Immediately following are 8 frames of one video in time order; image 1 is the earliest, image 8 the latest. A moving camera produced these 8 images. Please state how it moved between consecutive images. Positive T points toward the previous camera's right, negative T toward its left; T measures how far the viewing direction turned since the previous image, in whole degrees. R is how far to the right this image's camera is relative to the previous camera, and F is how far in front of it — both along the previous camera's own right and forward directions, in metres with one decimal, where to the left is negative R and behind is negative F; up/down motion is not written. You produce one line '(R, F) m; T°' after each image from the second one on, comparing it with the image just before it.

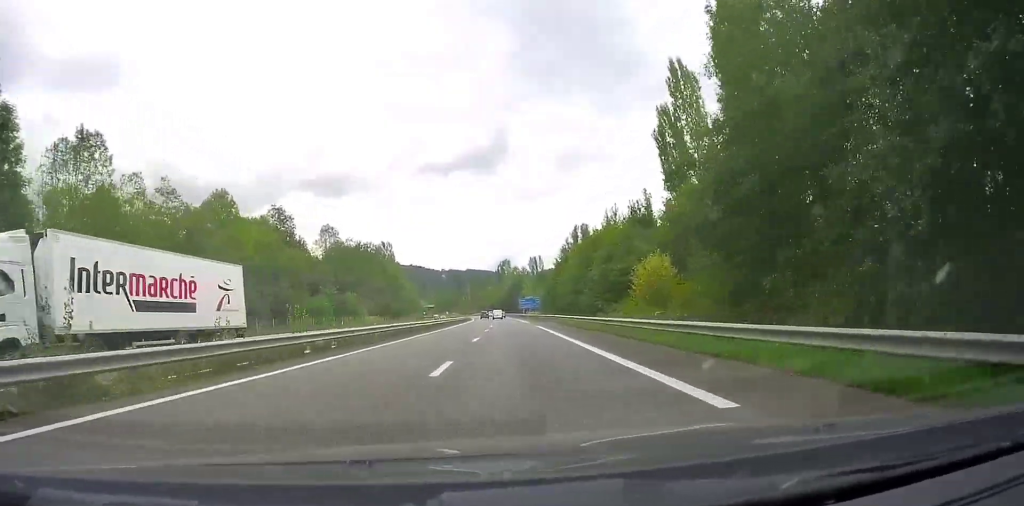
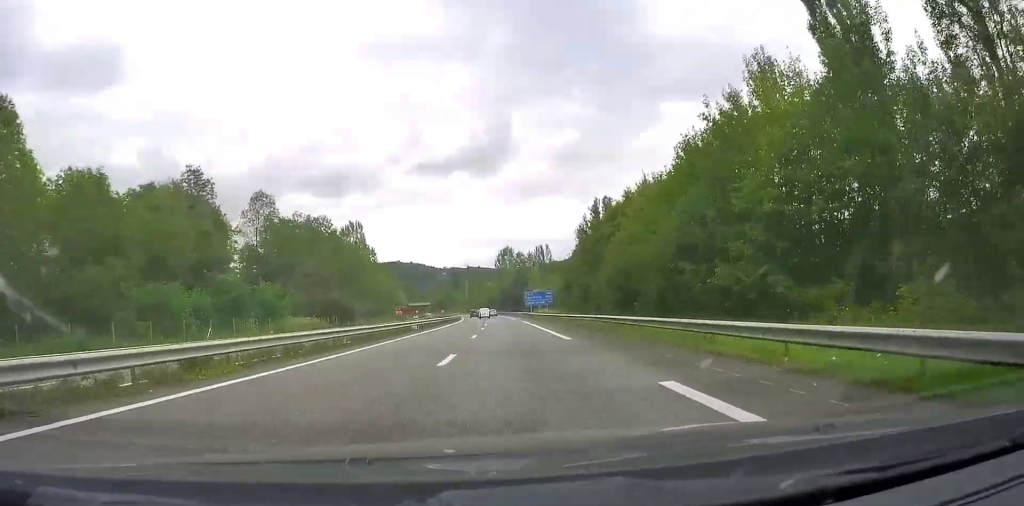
(0.0, +34.2) m; 0°
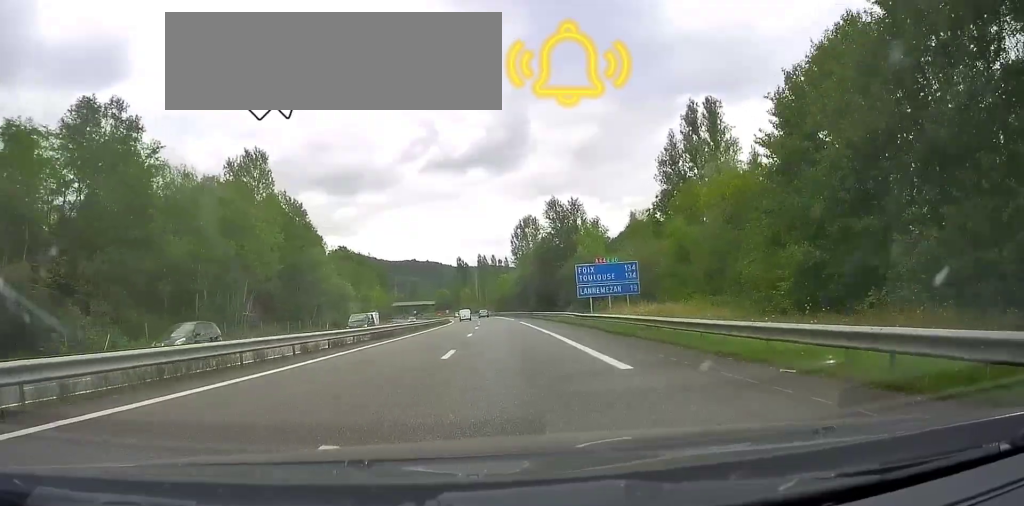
(+0.2, +61.1) m; -1°
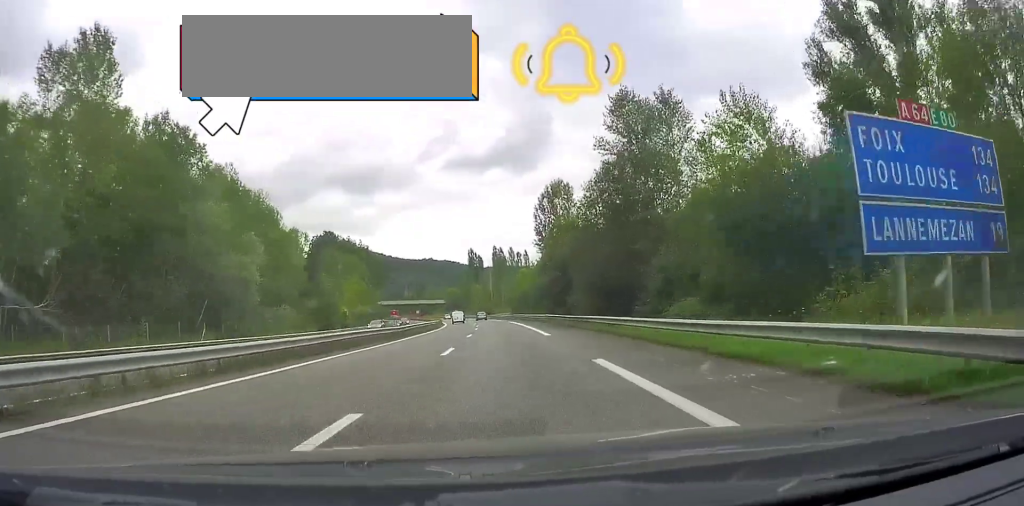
(-0.7, +38.8) m; -2°
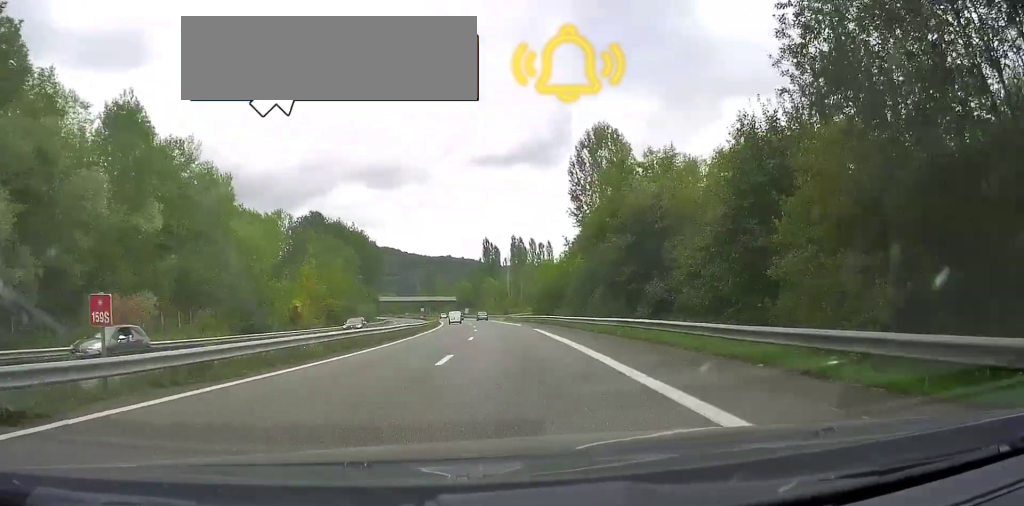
(-0.6, +31.8) m; -1°
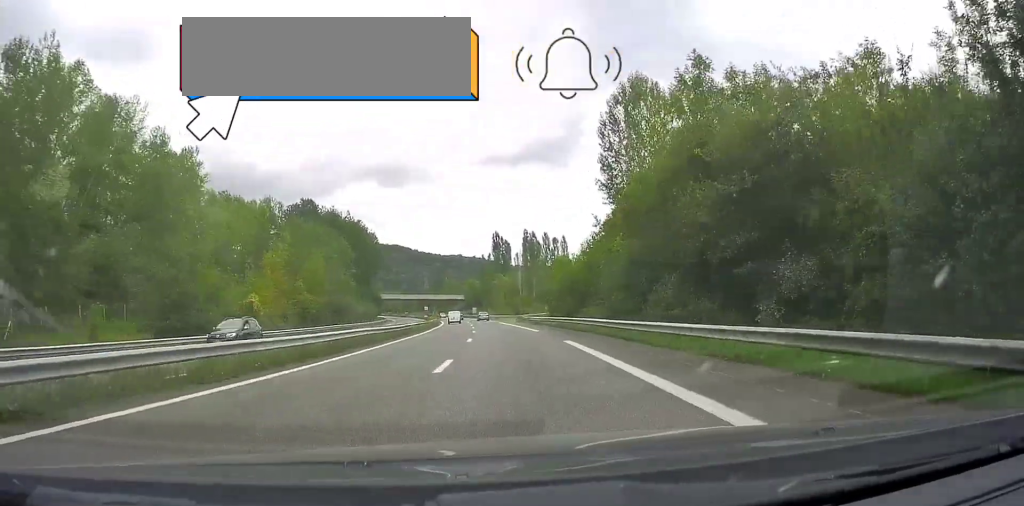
(+0.1, +16.6) m; 0°
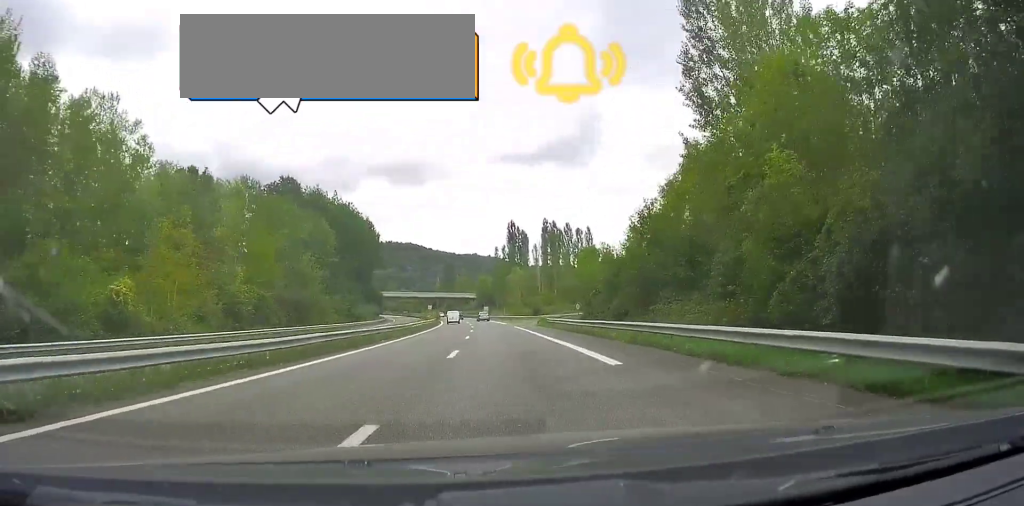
(-0.1, +23.6) m; -1°
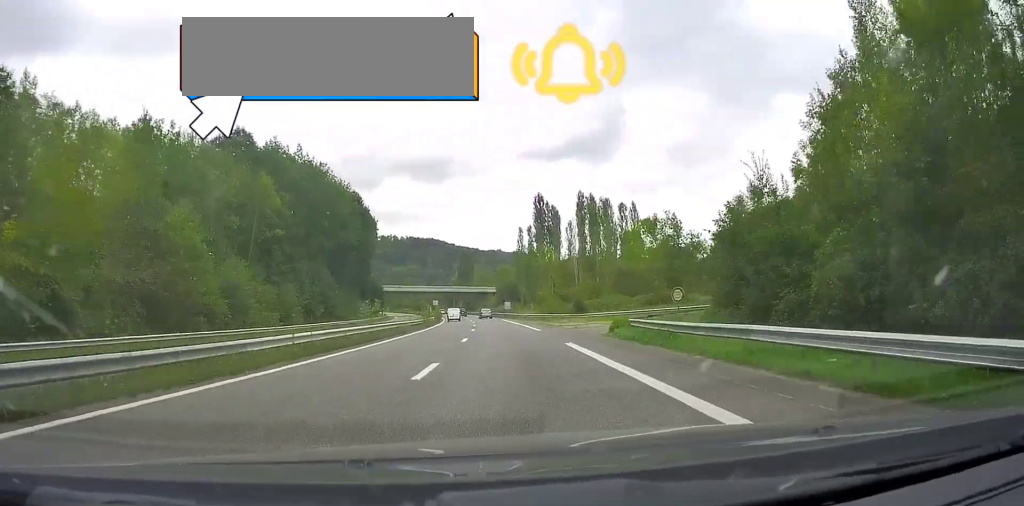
(-0.7, +31.2) m; -3°
